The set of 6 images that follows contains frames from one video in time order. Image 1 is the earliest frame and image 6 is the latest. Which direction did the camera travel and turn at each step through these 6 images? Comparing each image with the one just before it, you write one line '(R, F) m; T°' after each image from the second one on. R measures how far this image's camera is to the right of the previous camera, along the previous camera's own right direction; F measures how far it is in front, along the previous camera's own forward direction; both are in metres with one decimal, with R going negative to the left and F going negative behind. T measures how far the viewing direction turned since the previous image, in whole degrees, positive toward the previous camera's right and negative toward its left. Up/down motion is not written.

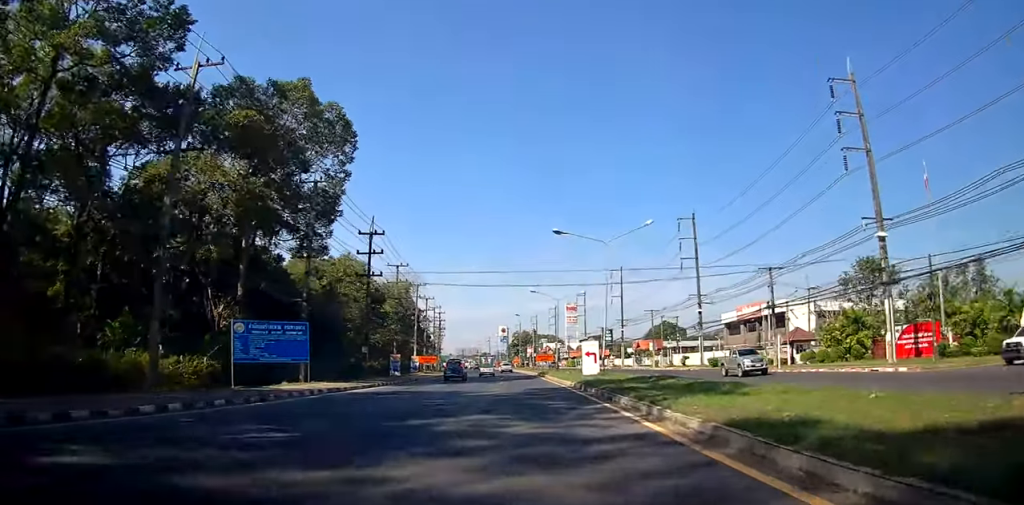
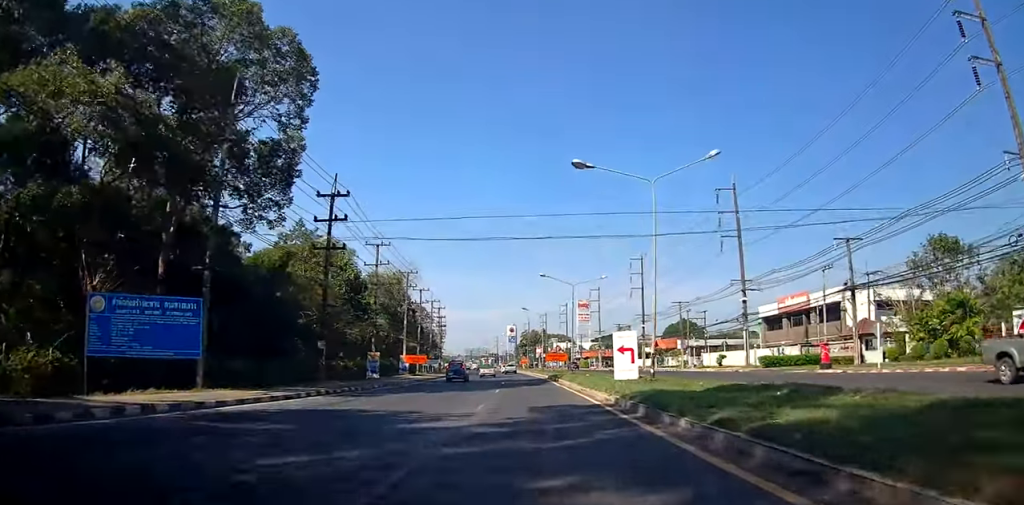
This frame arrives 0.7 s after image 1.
(+0.1, +13.0) m; -1°
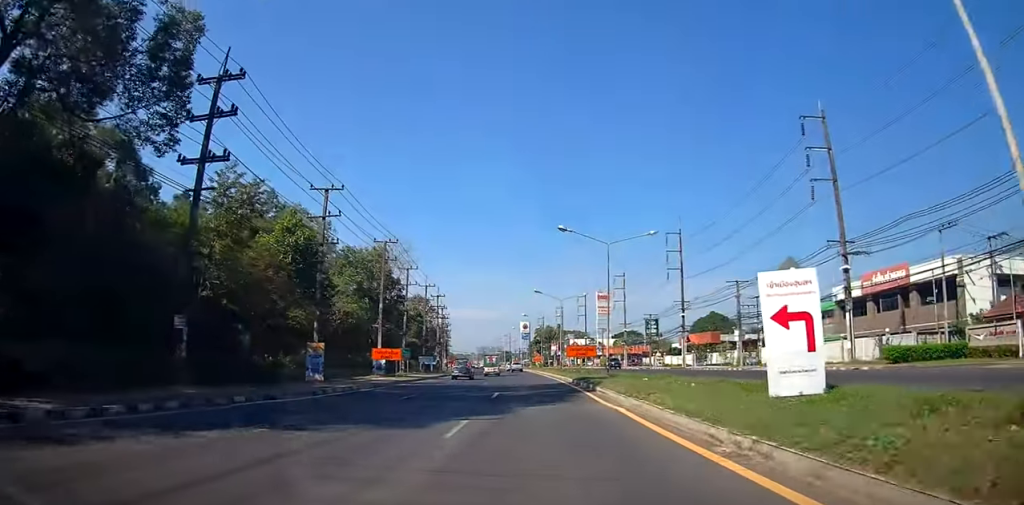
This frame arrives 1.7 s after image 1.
(-0.5, +18.3) m; -2°
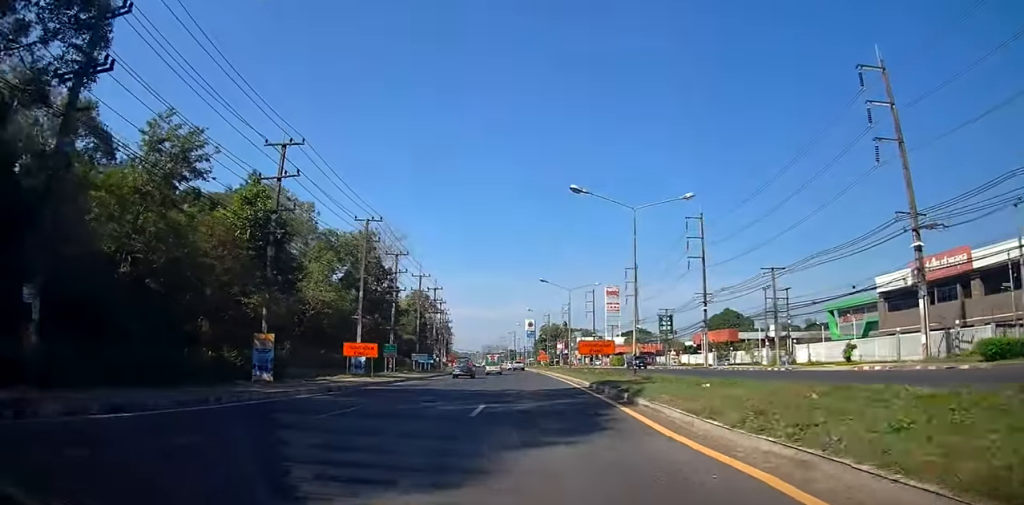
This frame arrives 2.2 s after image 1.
(0.0, +8.3) m; 0°
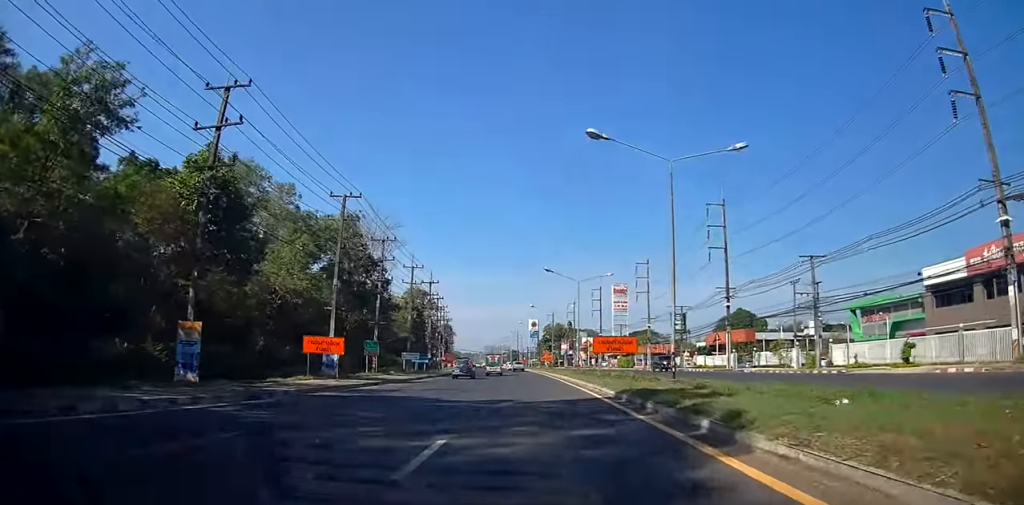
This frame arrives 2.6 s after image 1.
(0.0, +7.4) m; 0°
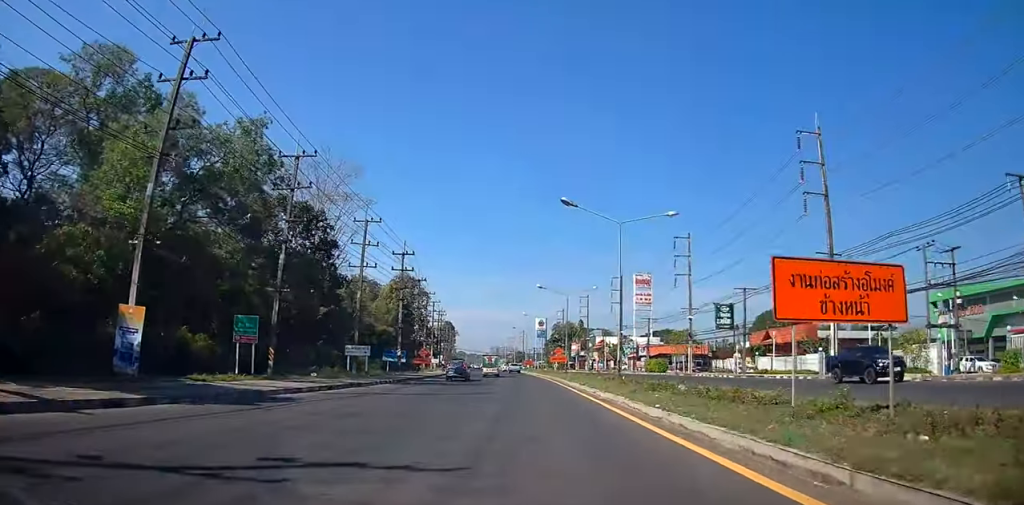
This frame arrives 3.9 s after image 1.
(-0.2, +22.9) m; -1°
